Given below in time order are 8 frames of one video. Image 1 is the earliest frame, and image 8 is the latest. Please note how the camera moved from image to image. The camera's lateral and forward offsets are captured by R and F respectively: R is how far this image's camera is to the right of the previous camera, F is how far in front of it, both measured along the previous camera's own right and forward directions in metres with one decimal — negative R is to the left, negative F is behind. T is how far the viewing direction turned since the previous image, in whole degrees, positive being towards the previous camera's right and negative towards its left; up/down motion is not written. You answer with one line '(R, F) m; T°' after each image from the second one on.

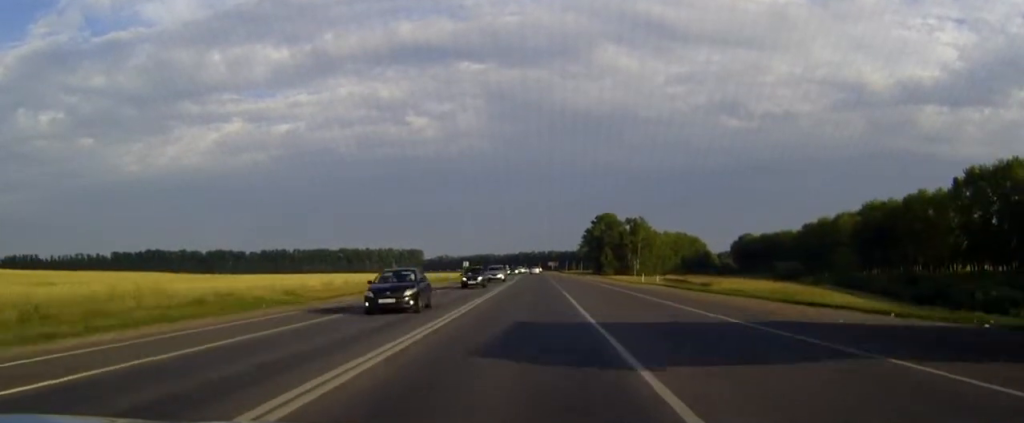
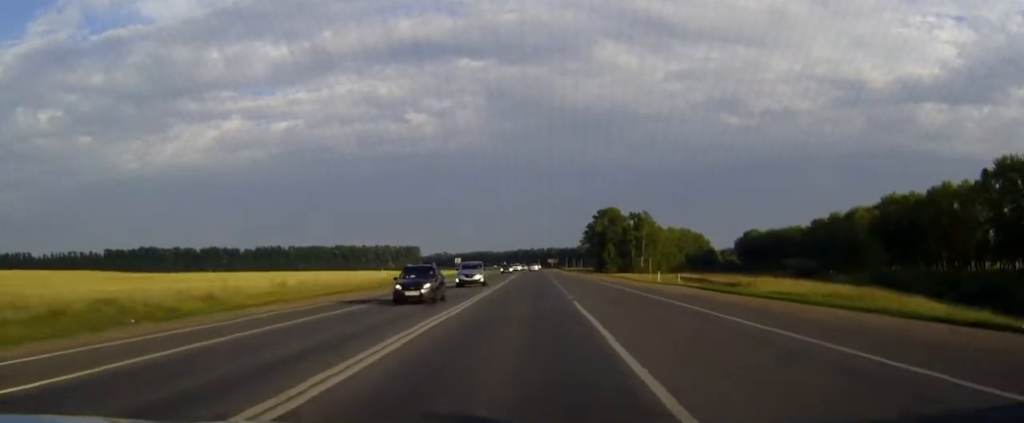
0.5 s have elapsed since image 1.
(0.0, +13.9) m; 0°
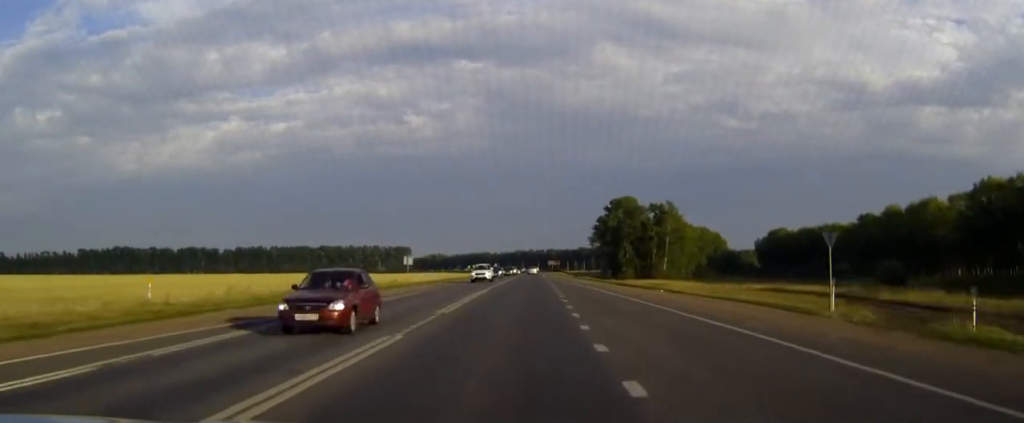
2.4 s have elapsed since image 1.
(0.0, +50.7) m; 0°
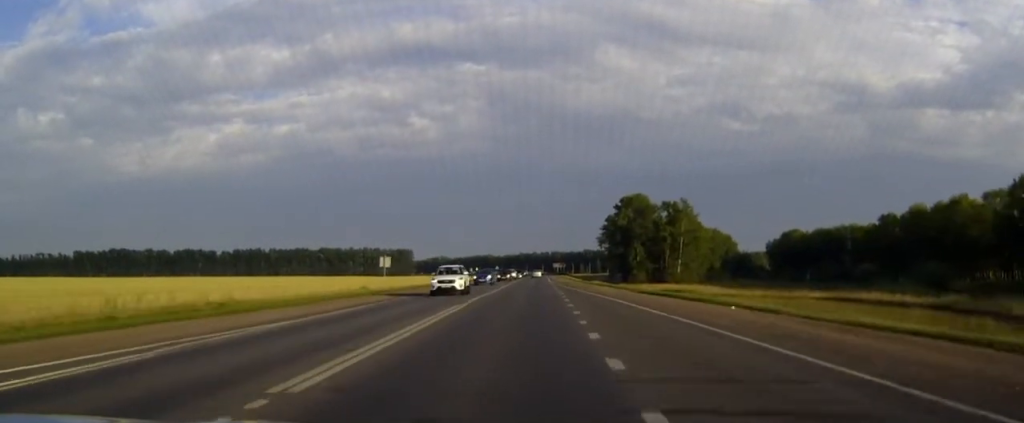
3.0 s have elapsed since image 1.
(0.0, +14.6) m; 0°
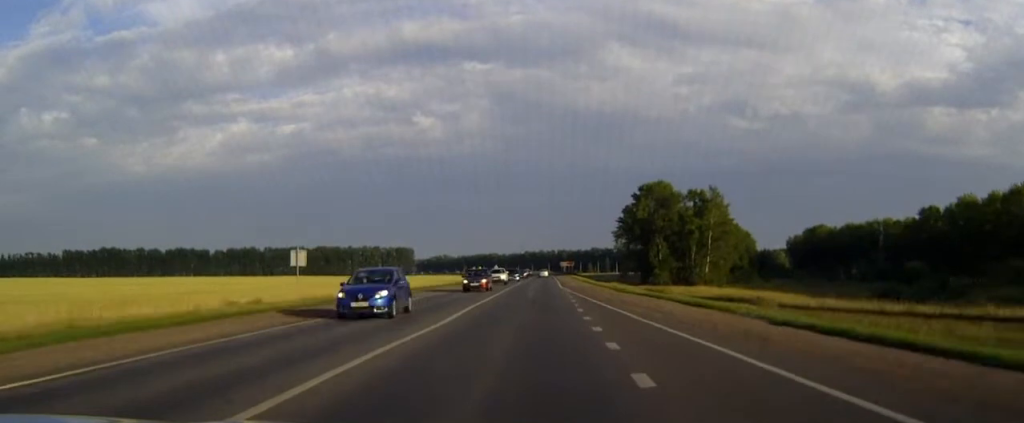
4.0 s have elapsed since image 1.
(-0.1, +26.2) m; 0°
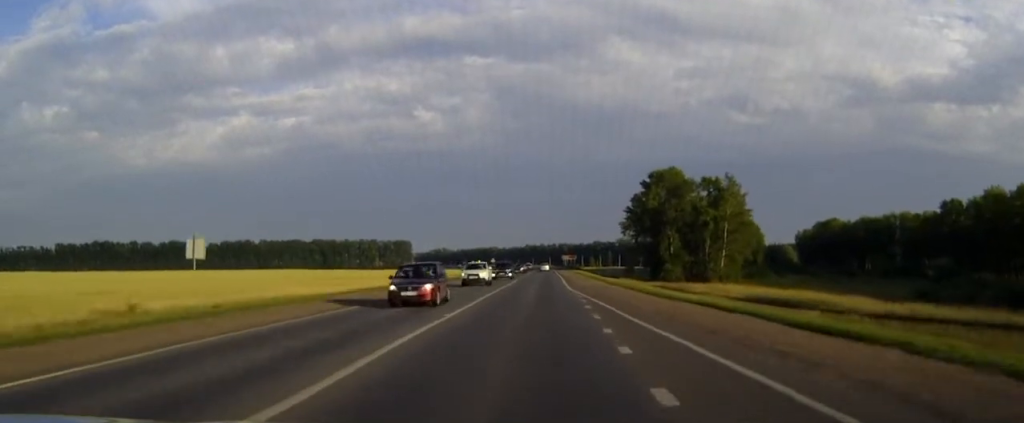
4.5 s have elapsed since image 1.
(0.0, +13.4) m; 0°
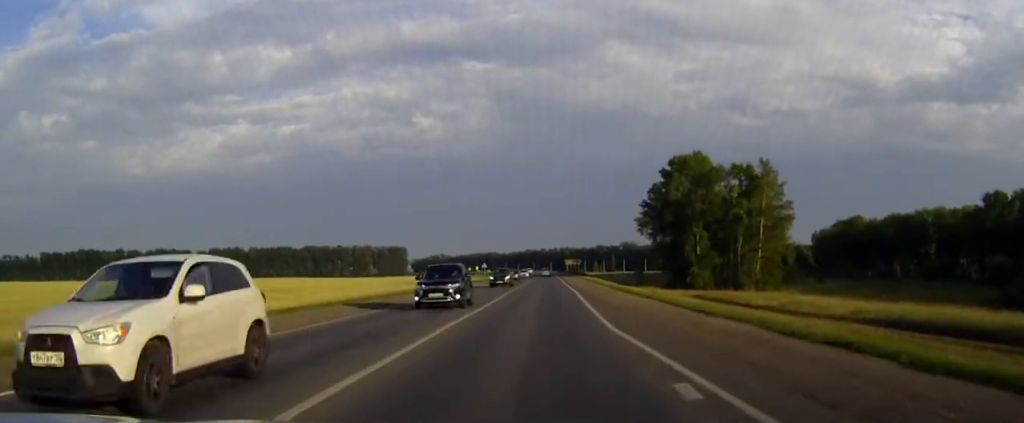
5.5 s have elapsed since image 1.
(0.0, +24.1) m; 0°
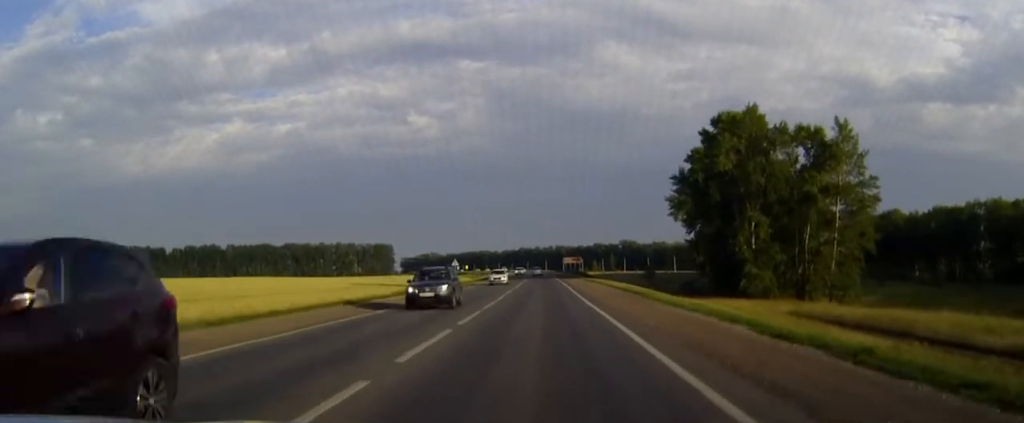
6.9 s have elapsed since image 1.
(+0.1, +34.7) m; 0°
